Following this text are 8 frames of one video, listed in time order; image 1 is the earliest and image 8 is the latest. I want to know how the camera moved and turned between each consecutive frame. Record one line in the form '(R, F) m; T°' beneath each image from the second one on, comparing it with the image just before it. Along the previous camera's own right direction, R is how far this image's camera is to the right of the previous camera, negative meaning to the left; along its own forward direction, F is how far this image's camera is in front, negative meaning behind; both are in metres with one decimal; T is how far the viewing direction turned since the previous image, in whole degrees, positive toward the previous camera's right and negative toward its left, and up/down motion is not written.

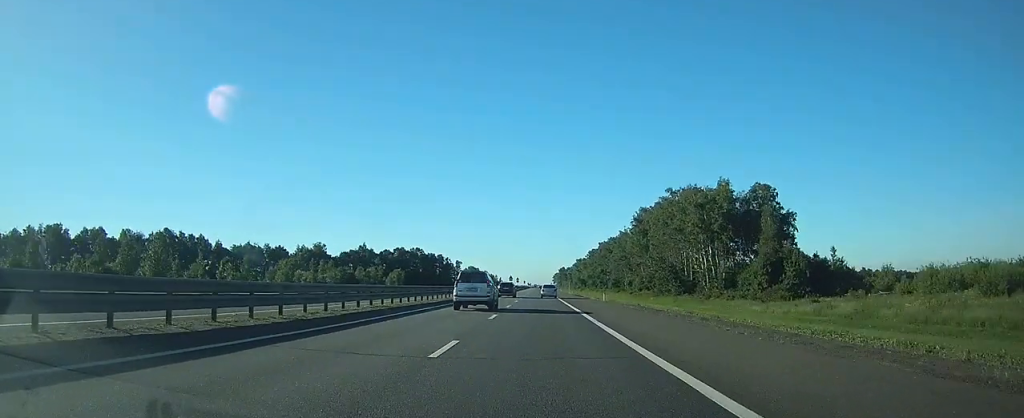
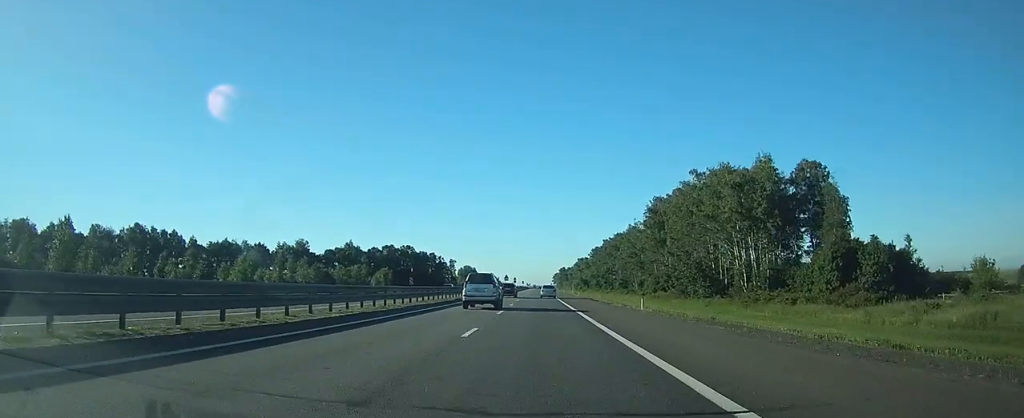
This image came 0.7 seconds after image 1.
(0.0, +19.4) m; 0°
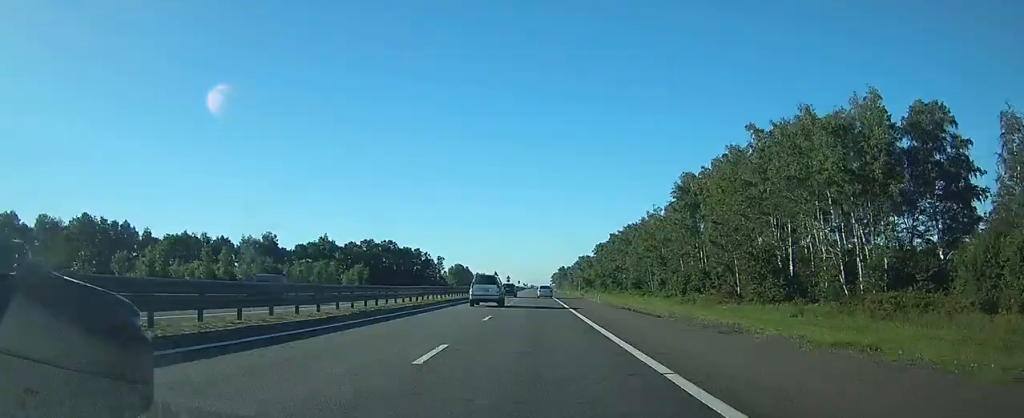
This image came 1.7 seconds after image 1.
(0.0, +28.7) m; 0°
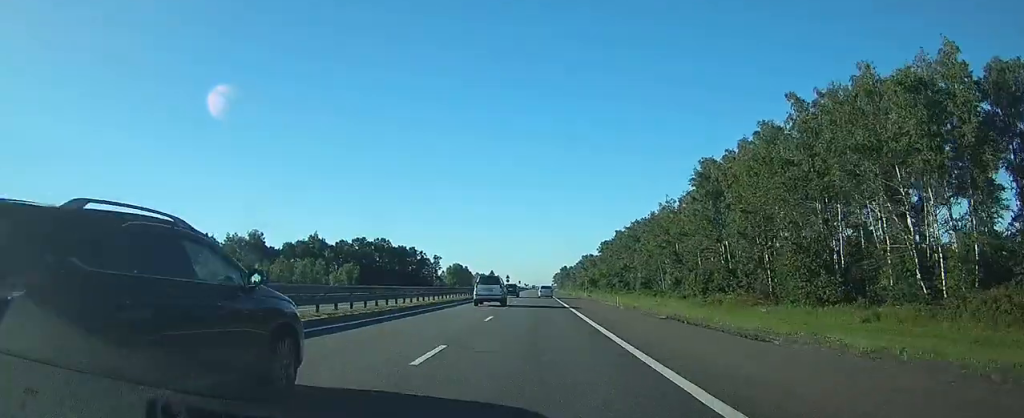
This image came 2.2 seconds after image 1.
(0.0, +12.0) m; 0°
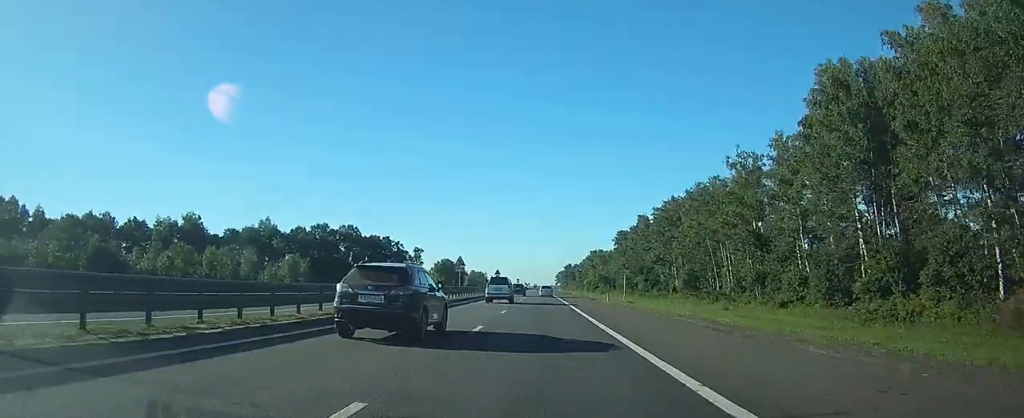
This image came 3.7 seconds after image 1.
(0.0, +41.8) m; 0°
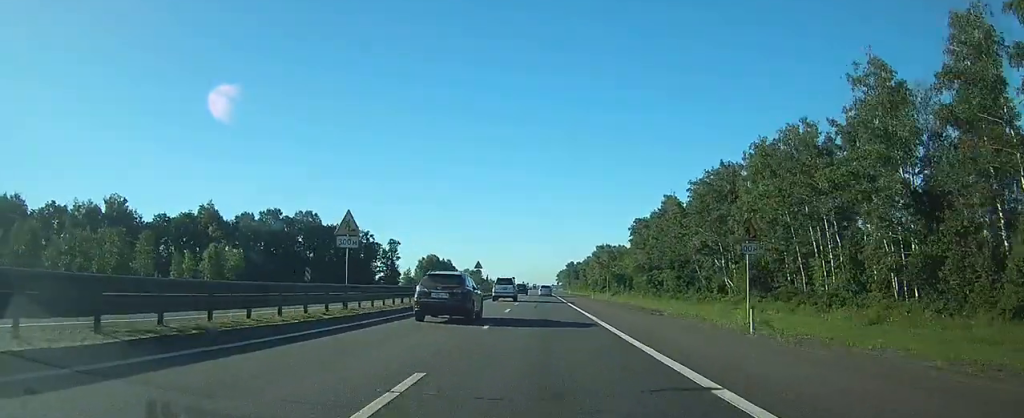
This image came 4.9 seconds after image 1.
(0.0, +33.5) m; 0°
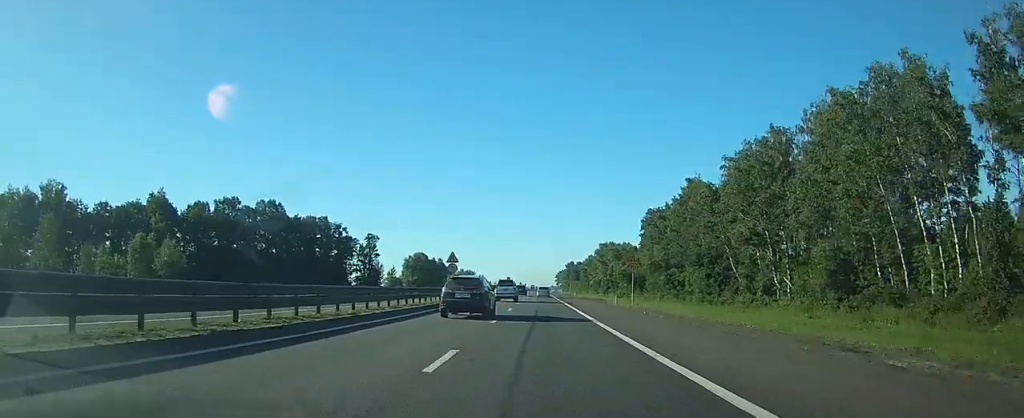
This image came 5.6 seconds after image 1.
(0.0, +20.6) m; 0°
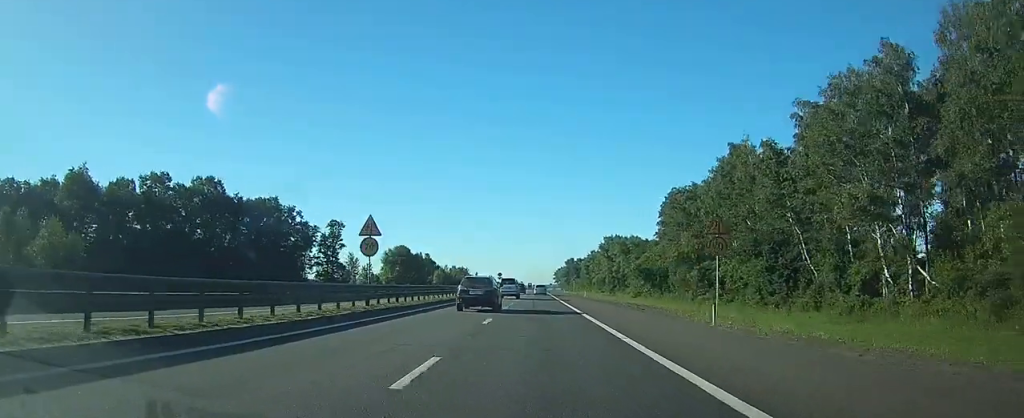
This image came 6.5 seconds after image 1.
(0.0, +25.4) m; 0°
